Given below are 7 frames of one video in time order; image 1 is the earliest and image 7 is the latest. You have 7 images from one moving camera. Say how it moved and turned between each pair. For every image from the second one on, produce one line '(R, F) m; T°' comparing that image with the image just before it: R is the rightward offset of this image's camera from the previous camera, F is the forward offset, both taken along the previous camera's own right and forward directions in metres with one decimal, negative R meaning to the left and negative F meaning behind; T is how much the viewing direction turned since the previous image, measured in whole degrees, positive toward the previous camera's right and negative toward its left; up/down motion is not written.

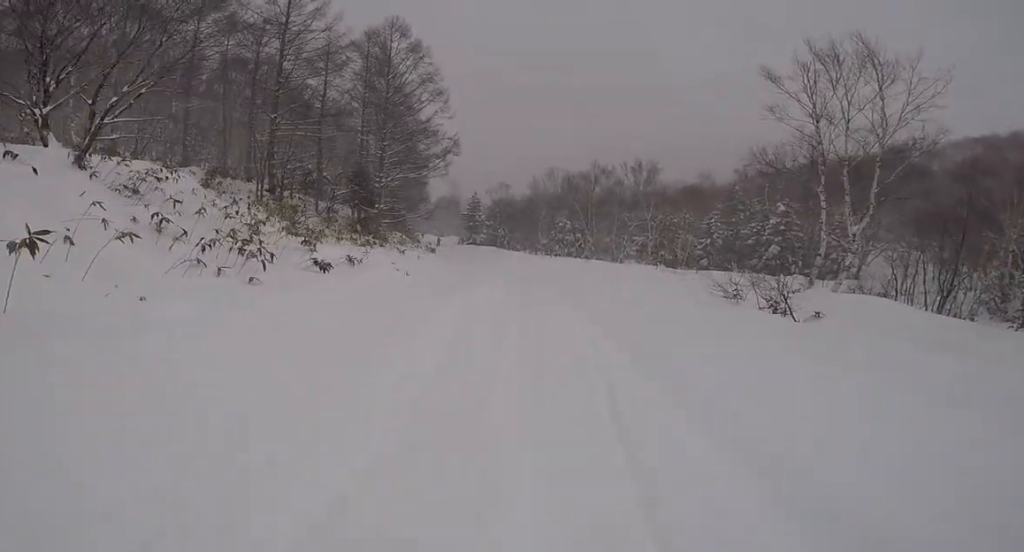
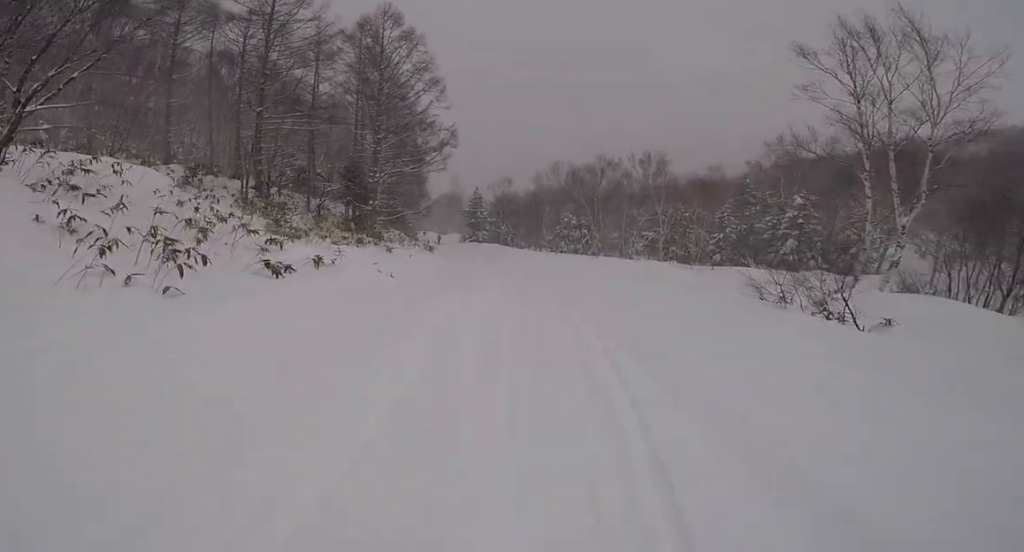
(0.0, +1.7) m; 0°
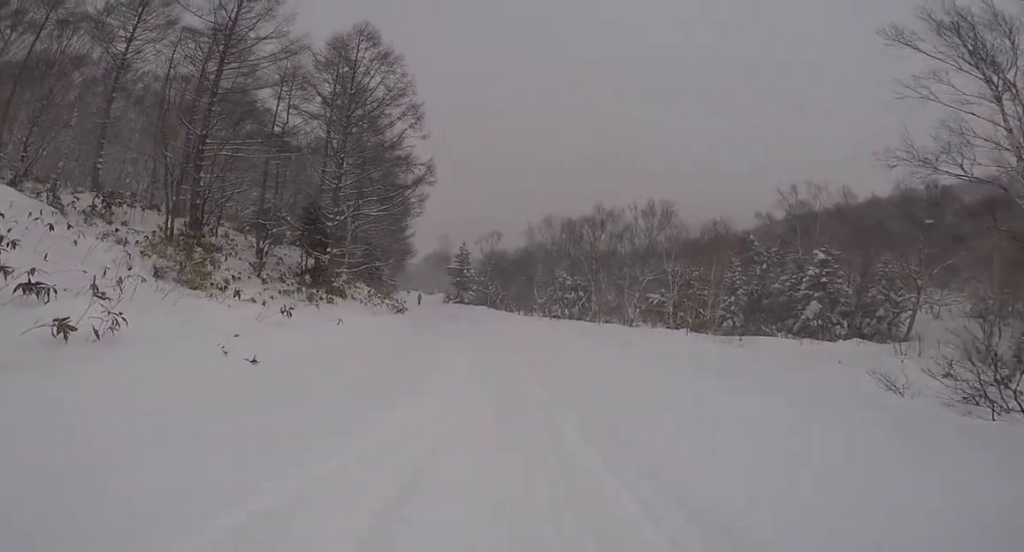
(+0.1, +5.0) m; +1°
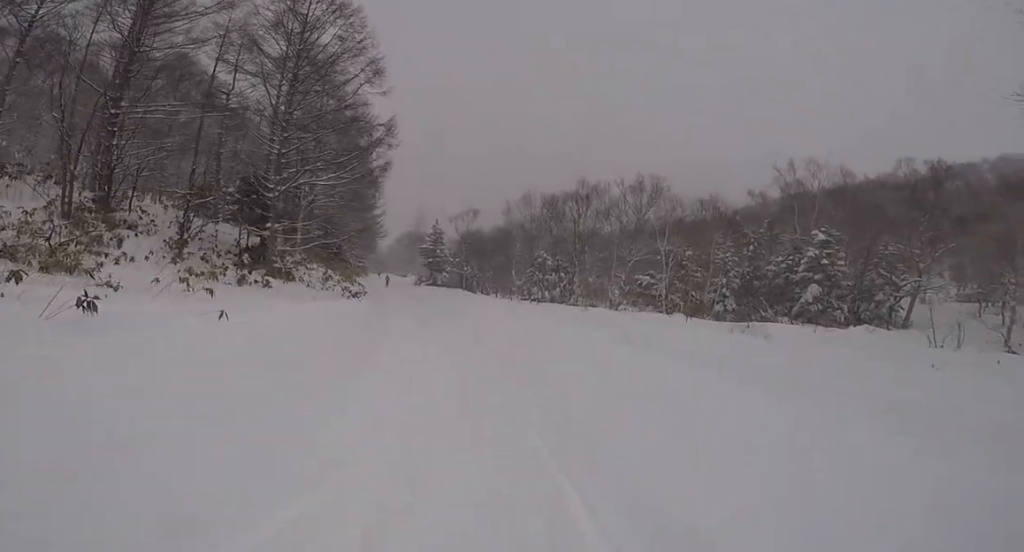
(0.0, +3.4) m; 0°
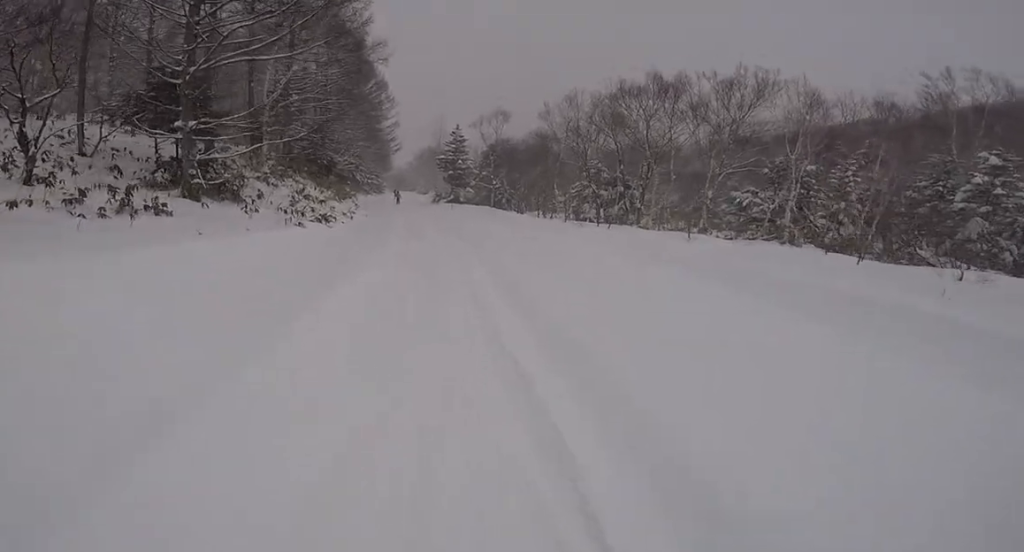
(+0.1, +7.1) m; +1°
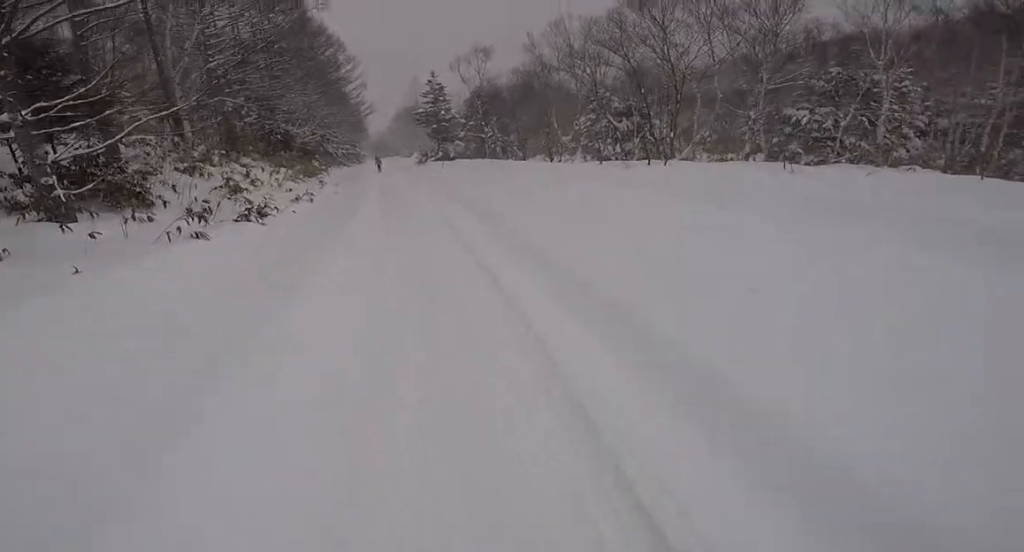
(0.0, +3.7) m; -5°
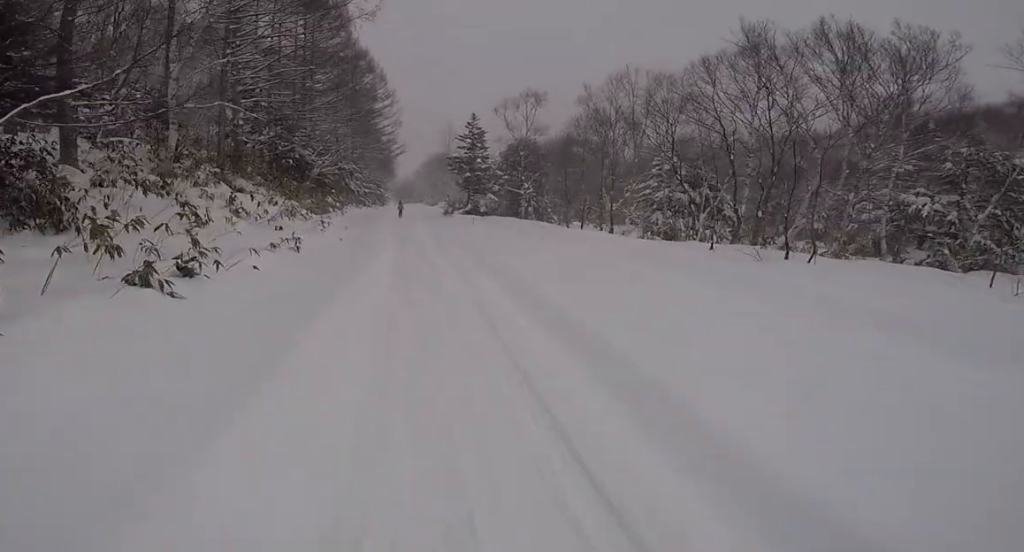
(-0.3, +3.3) m; -6°
